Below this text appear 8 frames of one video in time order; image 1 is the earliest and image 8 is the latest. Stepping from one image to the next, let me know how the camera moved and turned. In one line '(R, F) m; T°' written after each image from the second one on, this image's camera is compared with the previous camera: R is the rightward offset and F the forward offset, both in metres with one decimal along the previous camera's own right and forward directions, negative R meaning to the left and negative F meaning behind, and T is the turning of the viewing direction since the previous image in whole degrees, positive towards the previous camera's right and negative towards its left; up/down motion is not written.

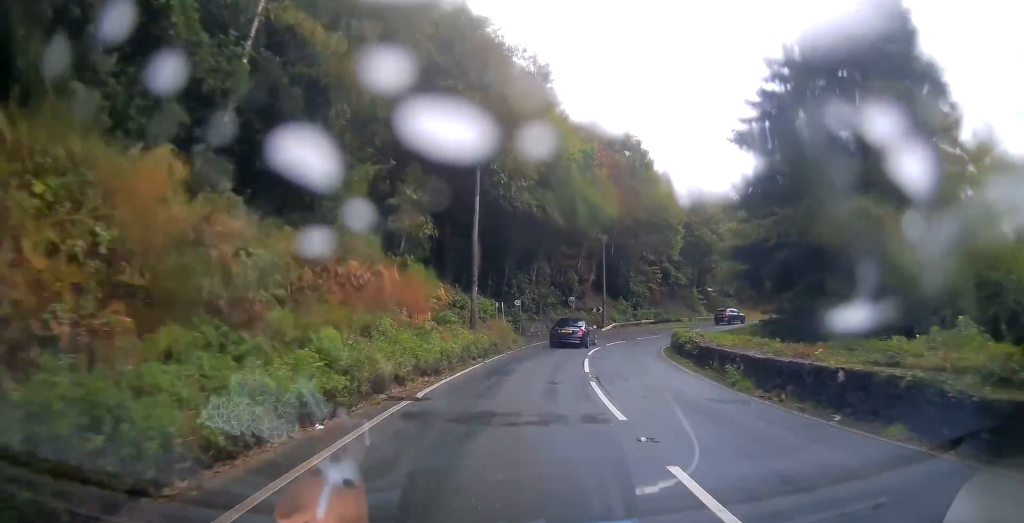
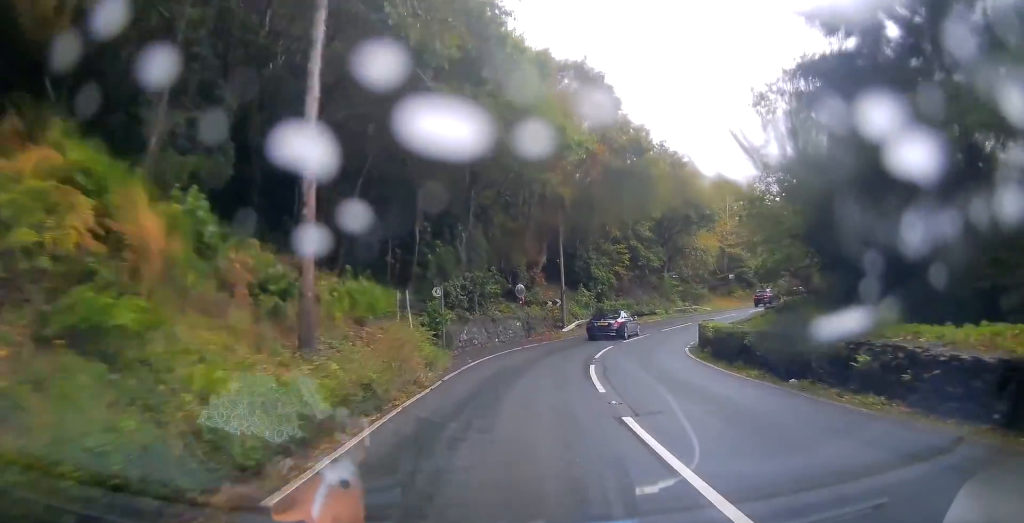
(+0.8, +15.5) m; +7°
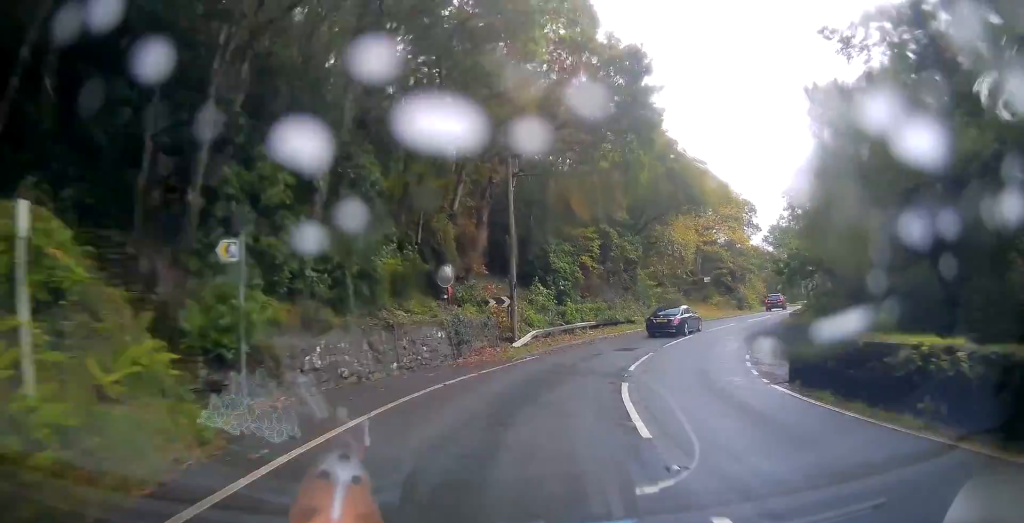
(+0.9, +13.8) m; +9°
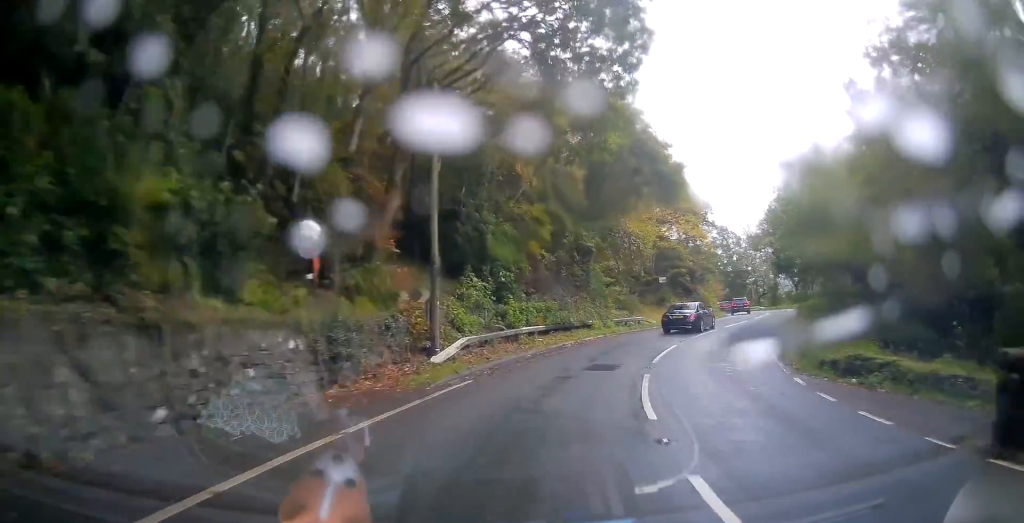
(+0.4, +8.6) m; +5°
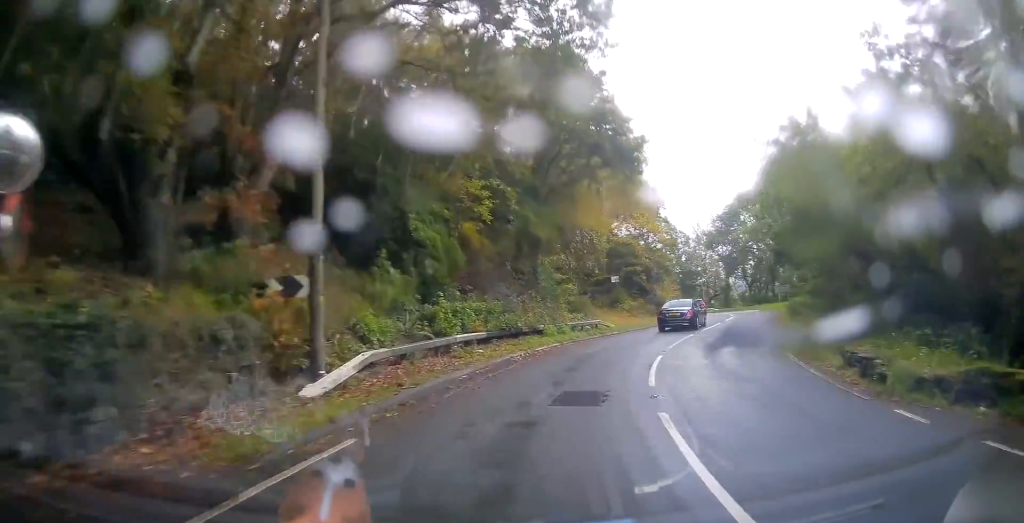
(+0.4, +6.6) m; +4°
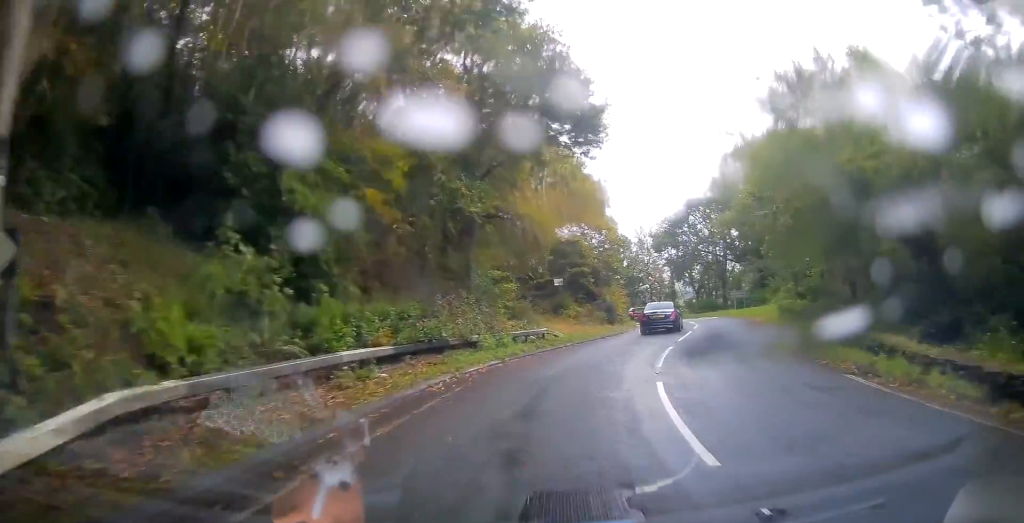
(+0.2, +6.4) m; +4°
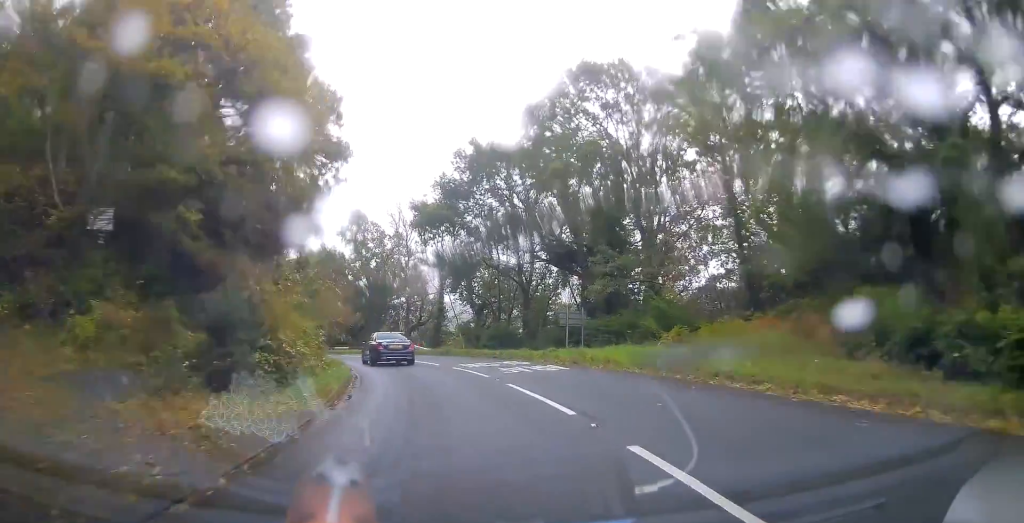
(+7.4, +28.9) m; +25°
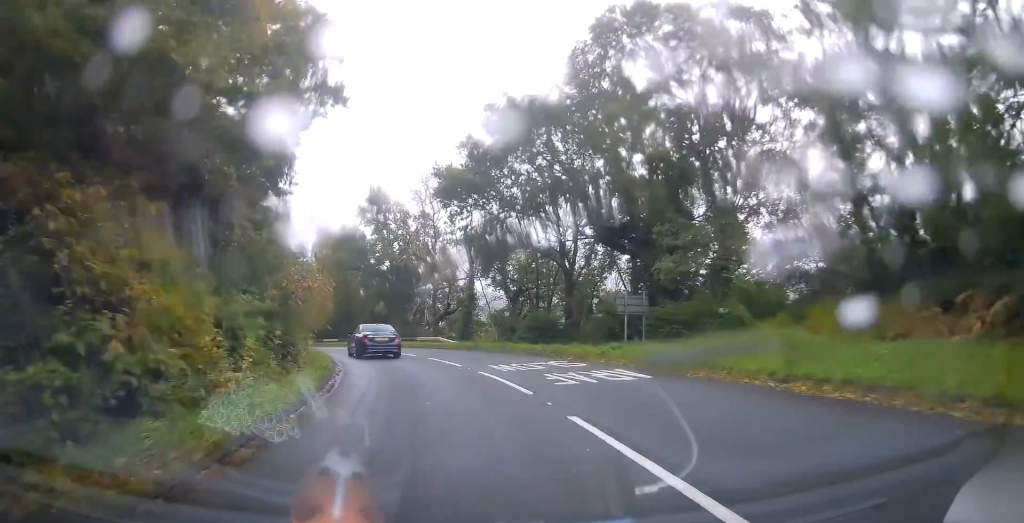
(0.0, +6.8) m; -2°
